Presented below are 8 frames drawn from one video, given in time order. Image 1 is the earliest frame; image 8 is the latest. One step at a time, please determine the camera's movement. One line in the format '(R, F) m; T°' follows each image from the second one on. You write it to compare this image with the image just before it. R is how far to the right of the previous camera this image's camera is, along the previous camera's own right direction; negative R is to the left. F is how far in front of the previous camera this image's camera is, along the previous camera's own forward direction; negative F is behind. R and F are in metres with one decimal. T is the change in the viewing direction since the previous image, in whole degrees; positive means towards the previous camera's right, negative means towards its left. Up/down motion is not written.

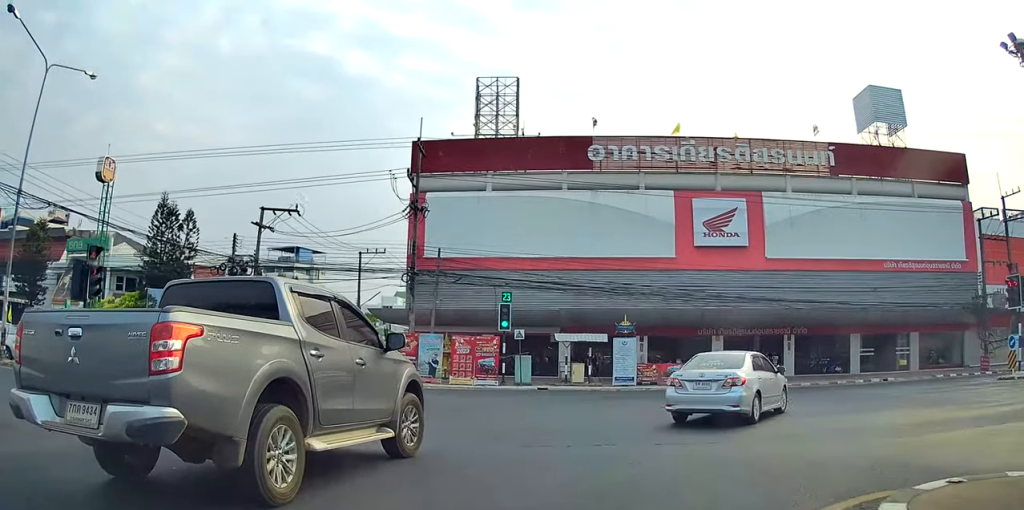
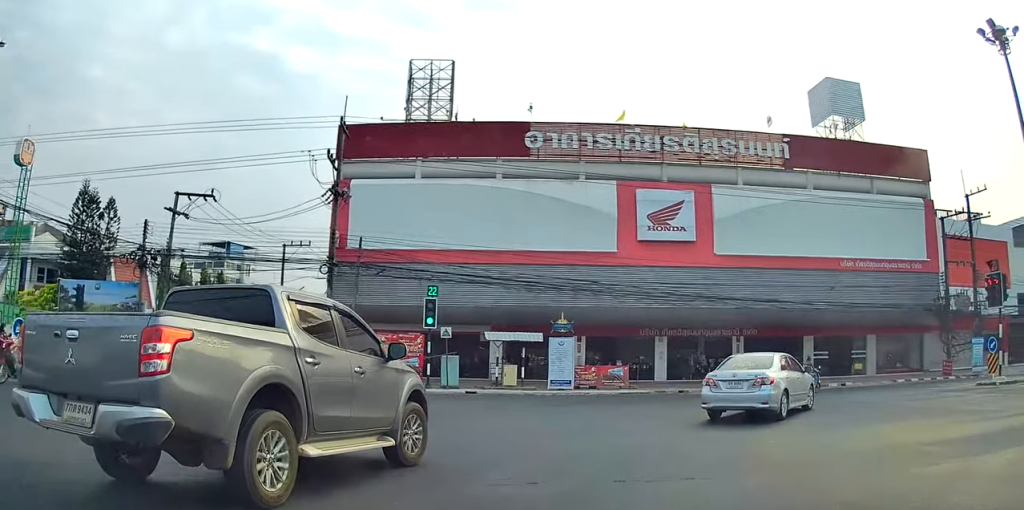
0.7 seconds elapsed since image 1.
(0.0, +3.0) m; +1°
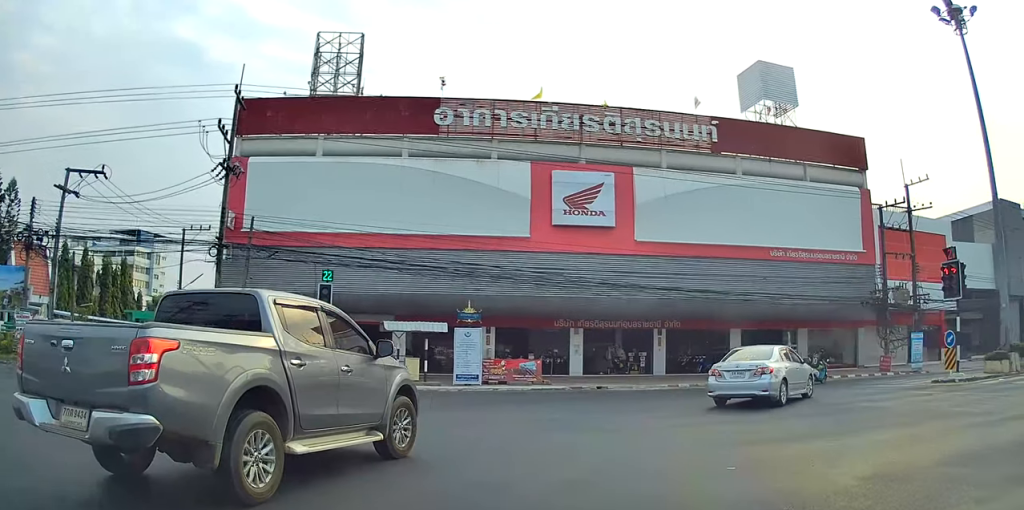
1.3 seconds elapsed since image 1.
(-0.1, +3.0) m; +4°
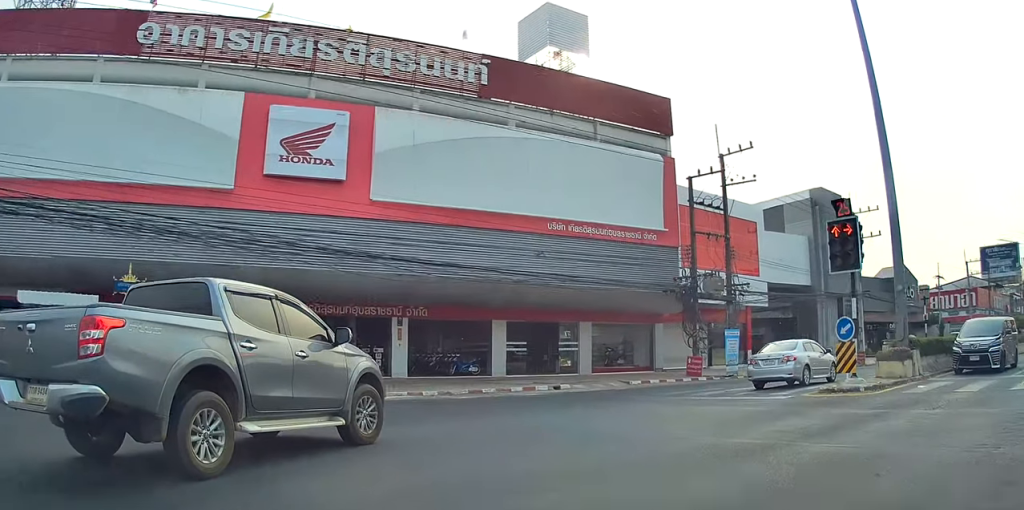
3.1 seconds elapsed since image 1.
(+1.2, +9.1) m; +14°
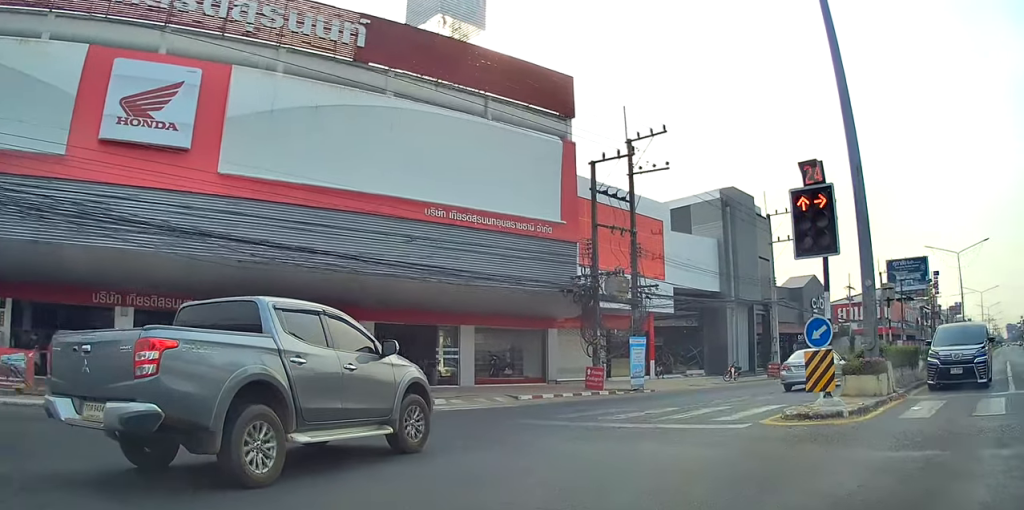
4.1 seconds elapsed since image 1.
(+0.3, +4.8) m; +8°
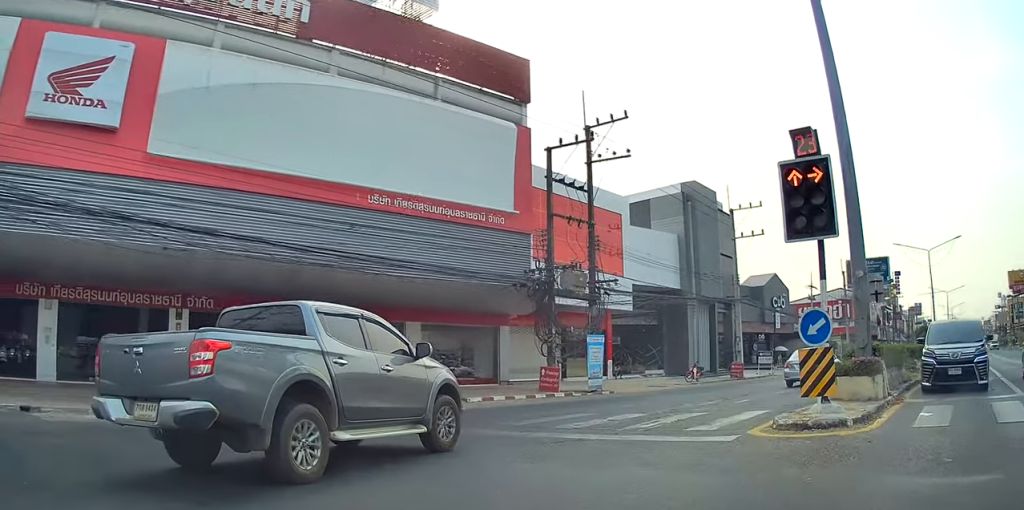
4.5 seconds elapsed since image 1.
(0.0, +2.1) m; +4°
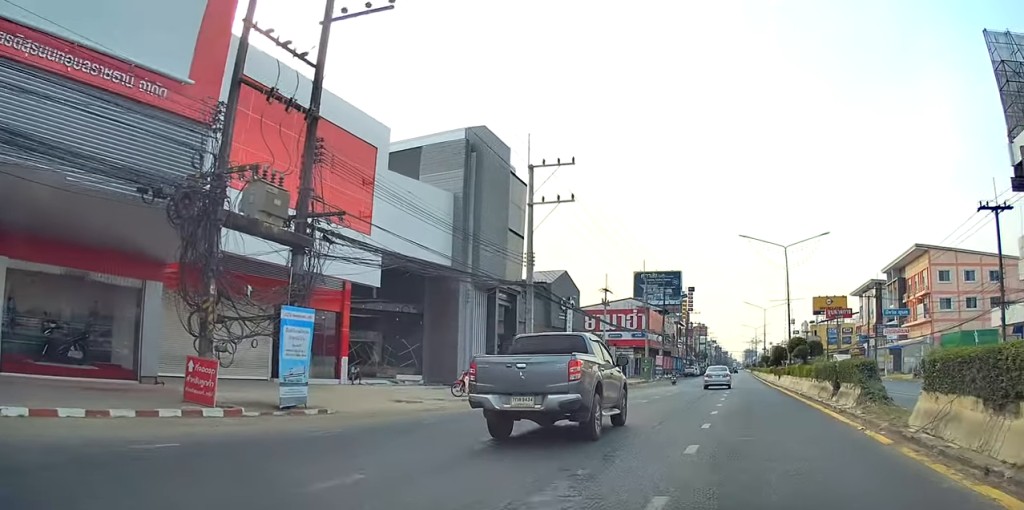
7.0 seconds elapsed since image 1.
(+2.5, +13.2) m; +21°
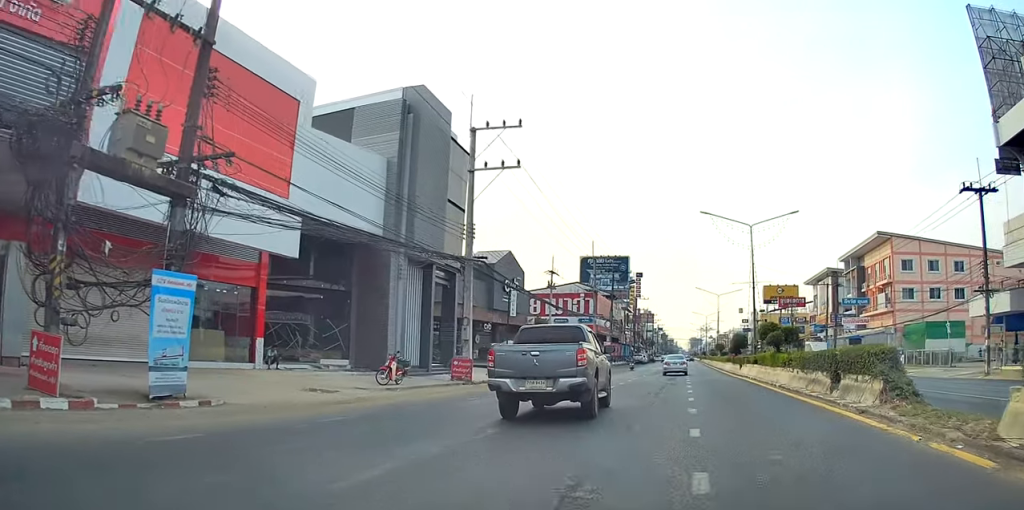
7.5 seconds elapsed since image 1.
(+0.3, +3.1) m; +3°
